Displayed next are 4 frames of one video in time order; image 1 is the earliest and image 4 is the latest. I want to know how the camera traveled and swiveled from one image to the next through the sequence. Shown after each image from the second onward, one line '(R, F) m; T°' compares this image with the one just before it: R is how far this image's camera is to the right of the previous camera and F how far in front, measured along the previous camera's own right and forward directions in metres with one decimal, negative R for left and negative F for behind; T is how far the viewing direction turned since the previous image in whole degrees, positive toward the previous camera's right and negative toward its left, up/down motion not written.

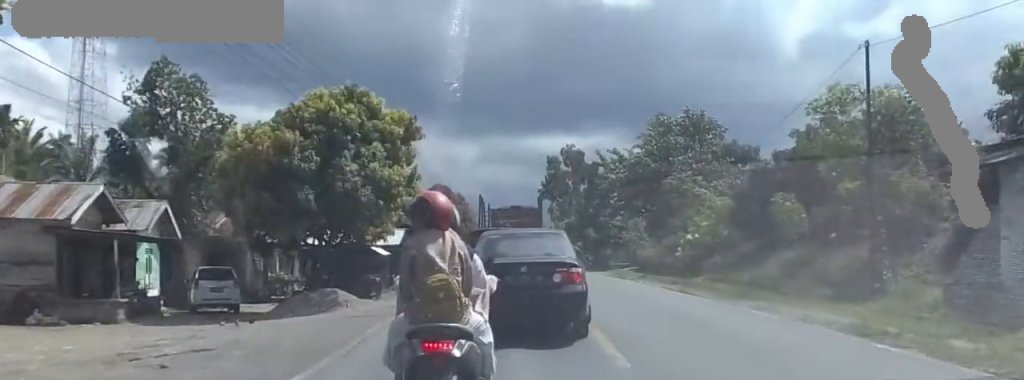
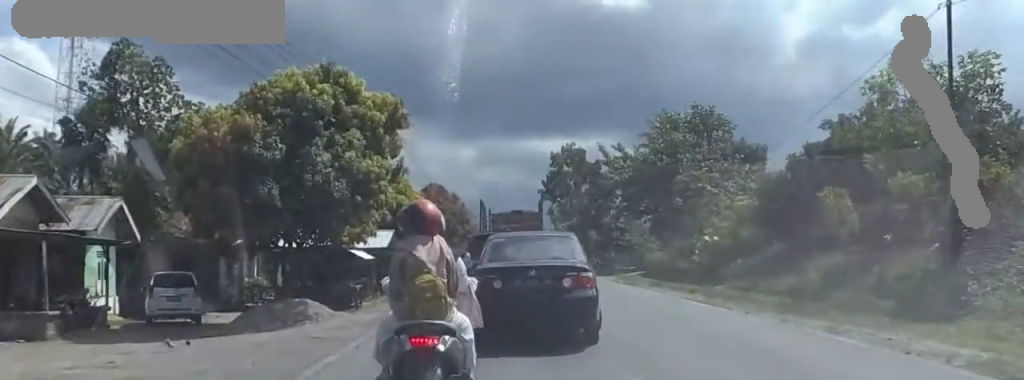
(-0.1, +5.7) m; -1°
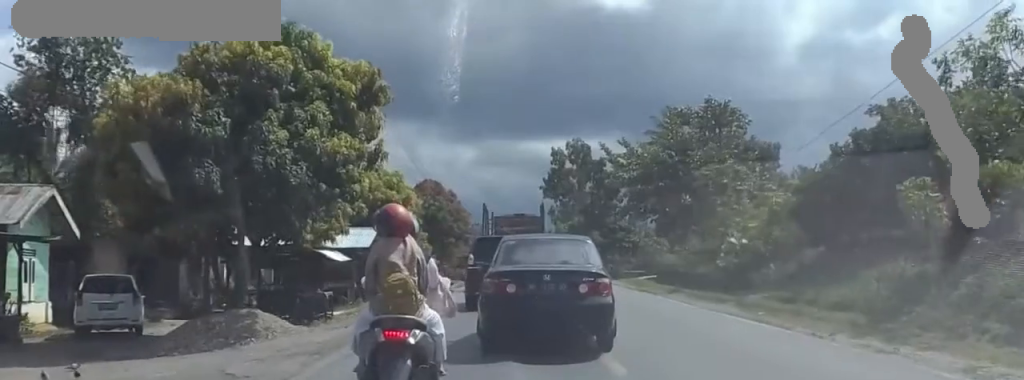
(0.0, +6.9) m; 0°
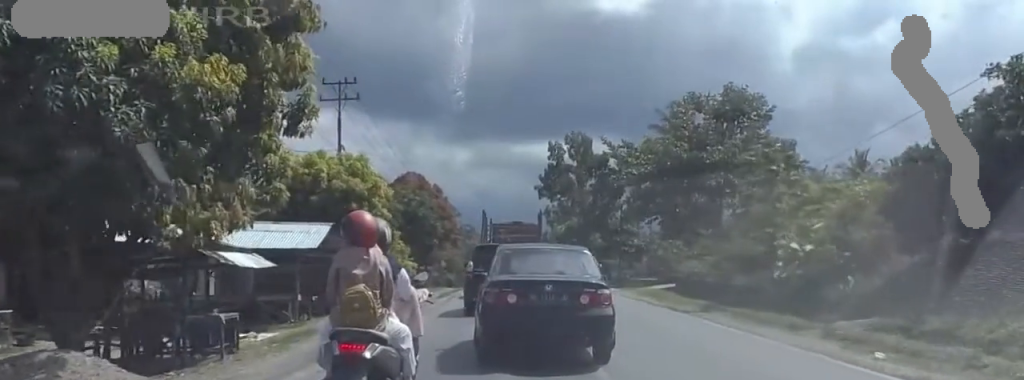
(+0.6, +11.9) m; +4°
